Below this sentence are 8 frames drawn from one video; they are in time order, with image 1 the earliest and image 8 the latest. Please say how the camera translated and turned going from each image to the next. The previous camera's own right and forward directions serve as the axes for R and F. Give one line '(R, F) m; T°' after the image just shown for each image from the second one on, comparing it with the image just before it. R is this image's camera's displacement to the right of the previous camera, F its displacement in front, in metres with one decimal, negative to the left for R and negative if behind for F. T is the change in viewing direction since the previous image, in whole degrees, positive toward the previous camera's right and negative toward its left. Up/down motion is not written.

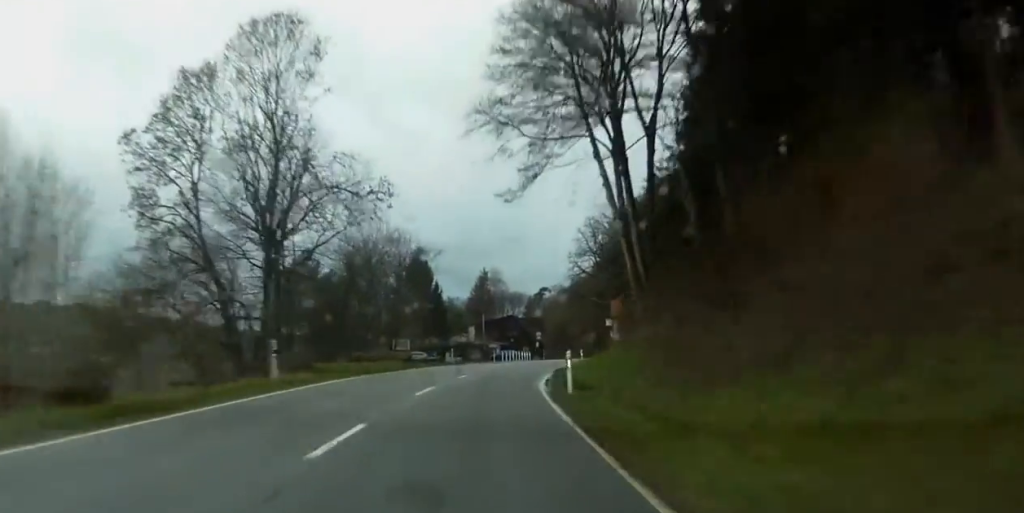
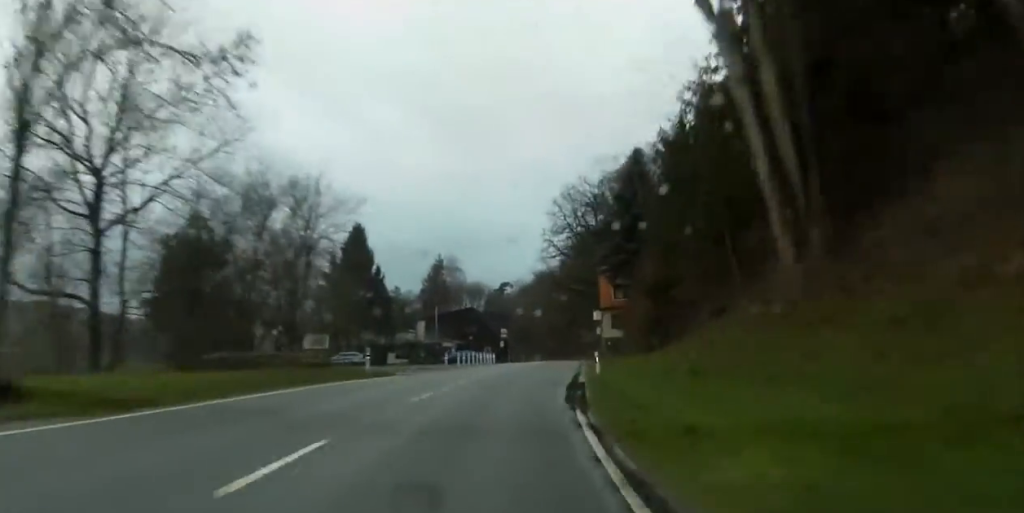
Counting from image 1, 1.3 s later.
(+0.6, +23.2) m; +3°
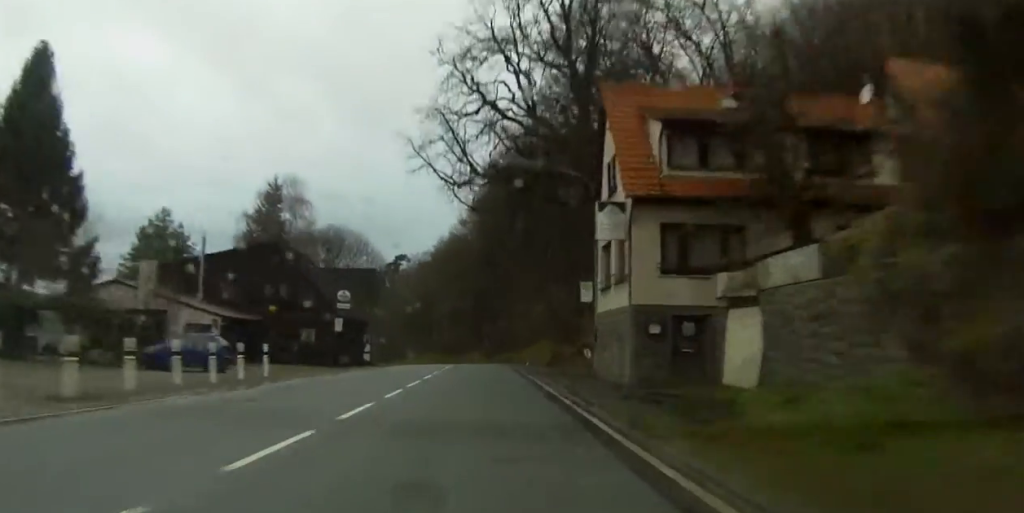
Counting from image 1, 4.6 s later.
(+5.0, +55.8) m; +10°
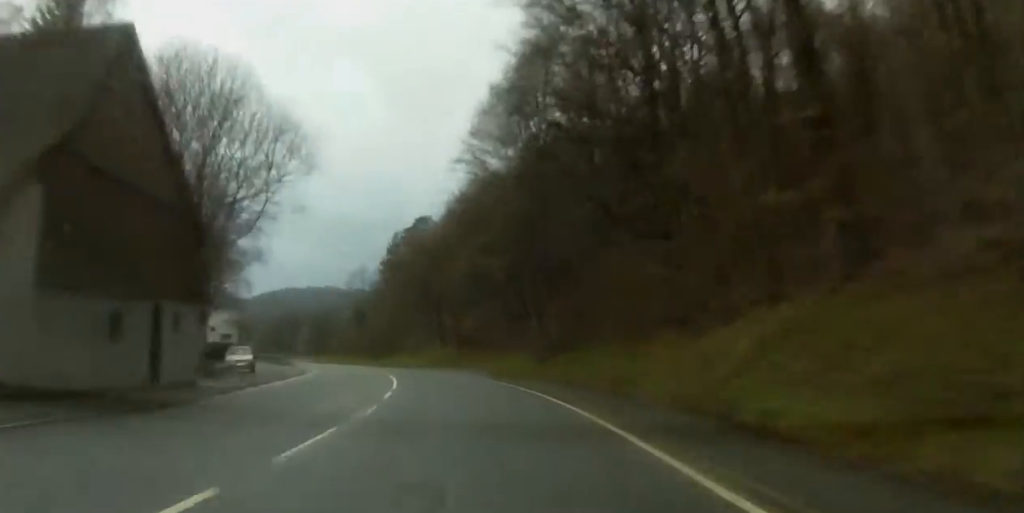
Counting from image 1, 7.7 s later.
(+1.7, +56.0) m; 0°
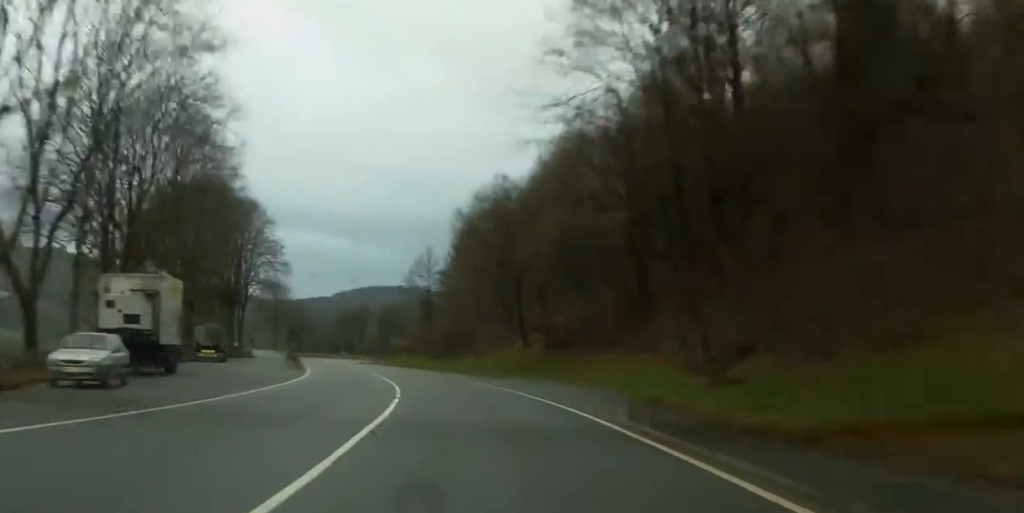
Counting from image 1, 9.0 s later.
(-0.2, +25.6) m; -4°
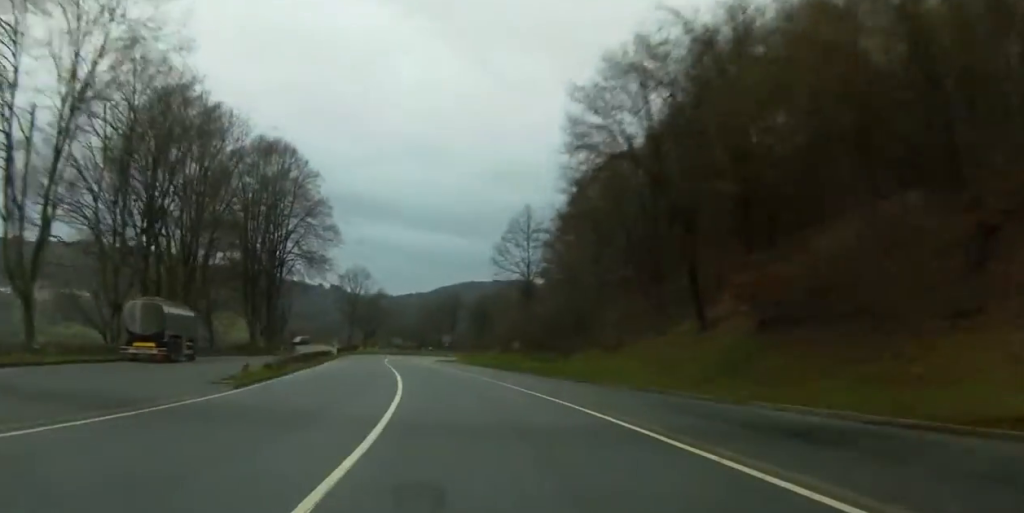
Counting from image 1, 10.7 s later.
(-0.8, +32.2) m; -8°
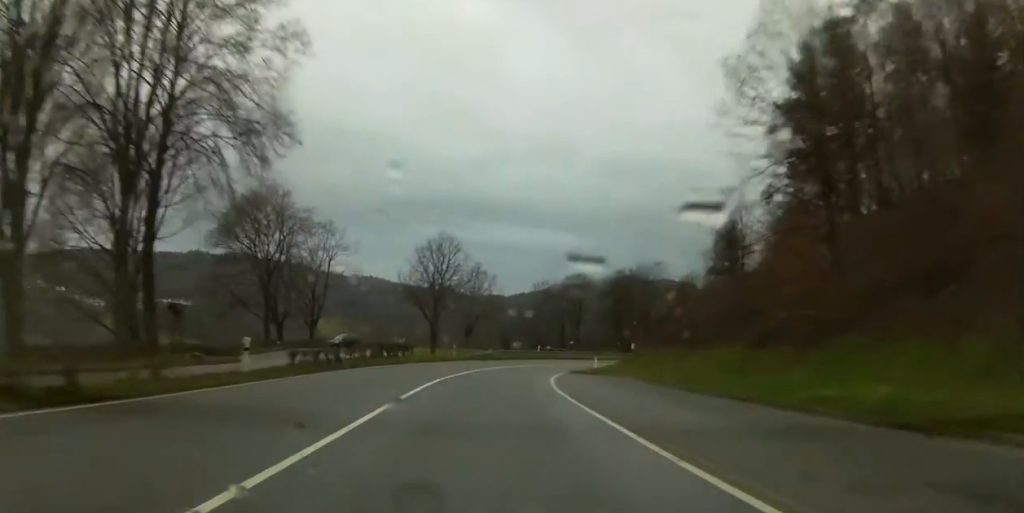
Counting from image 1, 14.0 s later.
(-7.8, +59.7) m; -10°
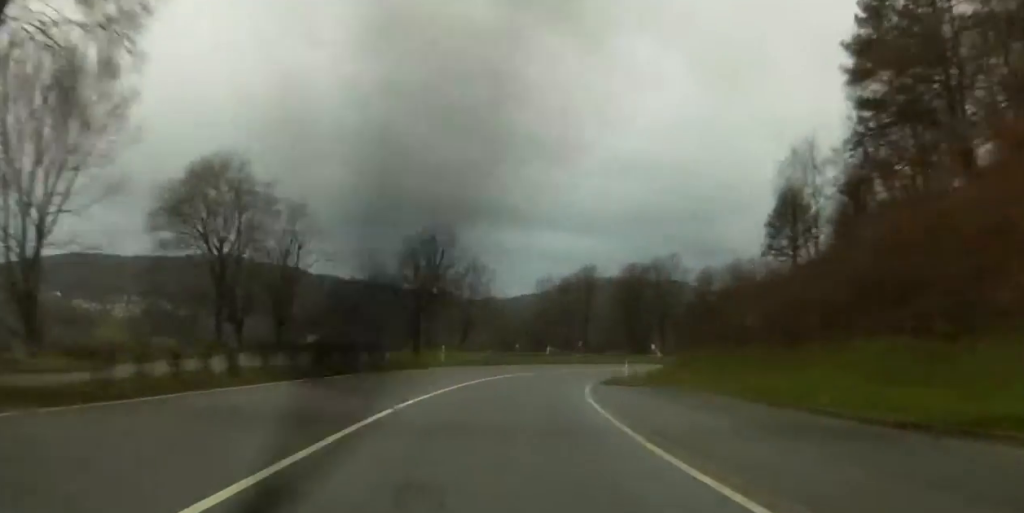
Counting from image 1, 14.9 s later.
(-0.1, +15.1) m; -1°
